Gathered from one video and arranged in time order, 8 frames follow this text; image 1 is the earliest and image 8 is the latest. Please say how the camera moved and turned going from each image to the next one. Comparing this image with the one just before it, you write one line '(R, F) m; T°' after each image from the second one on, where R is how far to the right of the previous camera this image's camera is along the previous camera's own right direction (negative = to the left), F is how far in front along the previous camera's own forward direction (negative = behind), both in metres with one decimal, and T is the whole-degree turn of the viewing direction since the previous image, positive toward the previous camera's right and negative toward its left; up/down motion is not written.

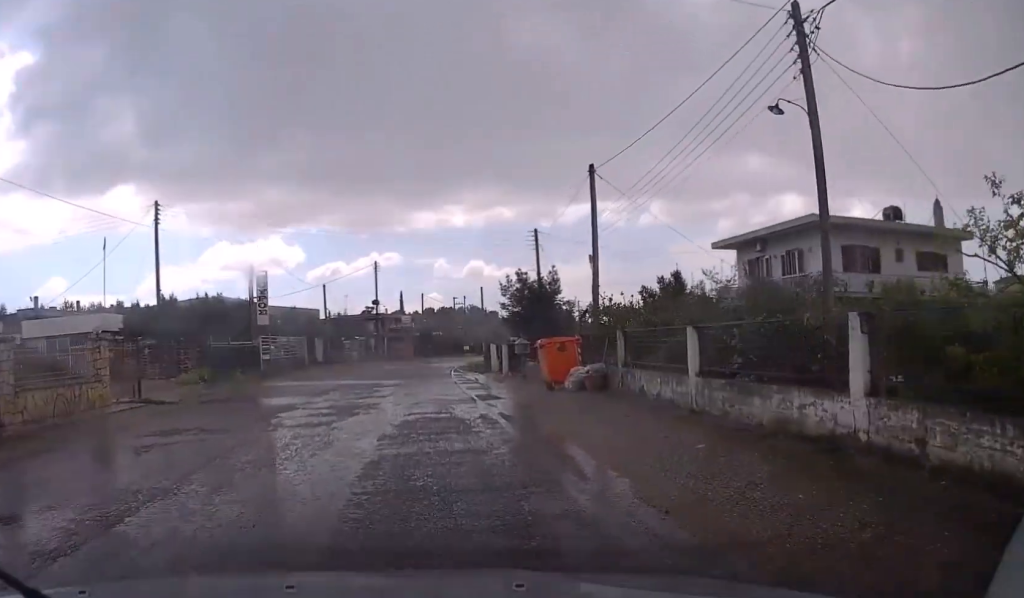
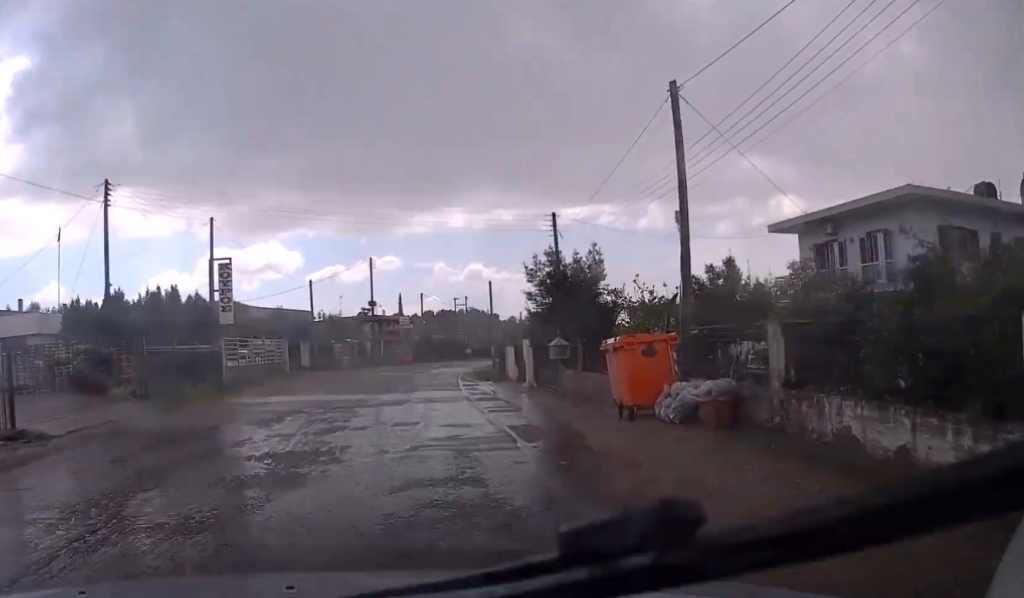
(0.0, +7.5) m; 0°
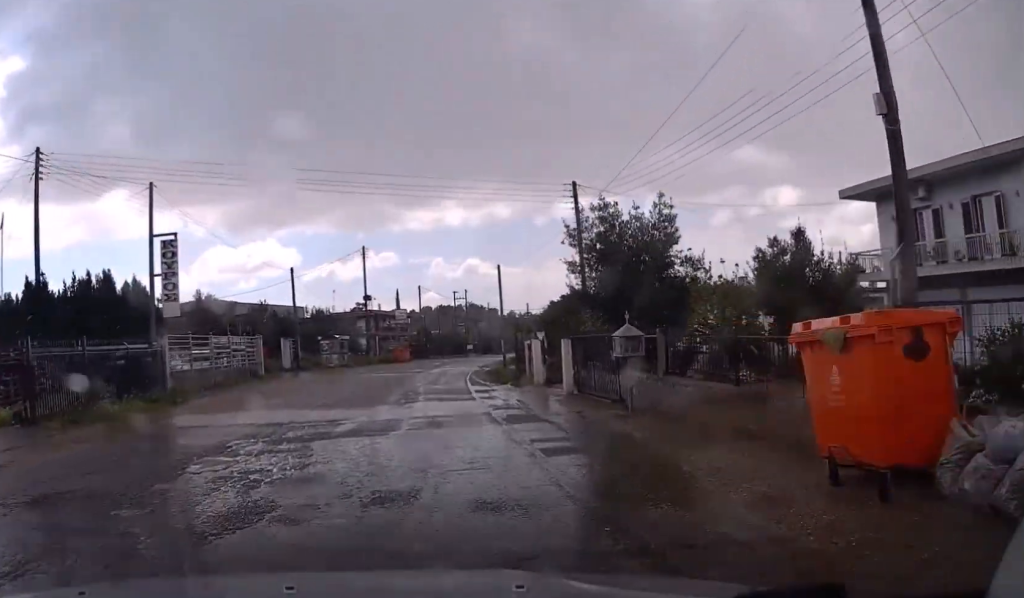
(-0.1, +6.6) m; 0°
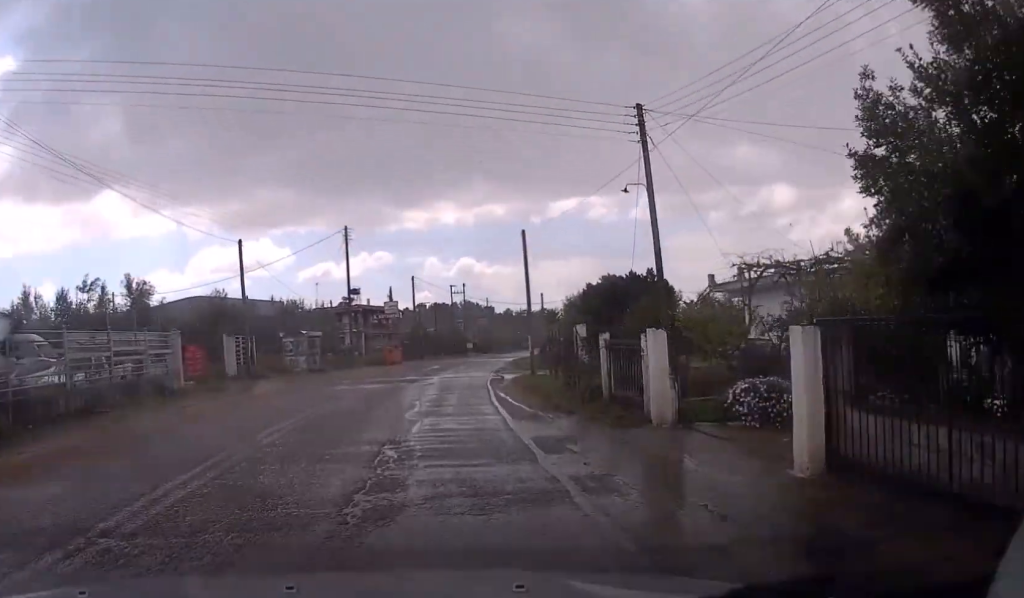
(0.0, +12.8) m; 0°
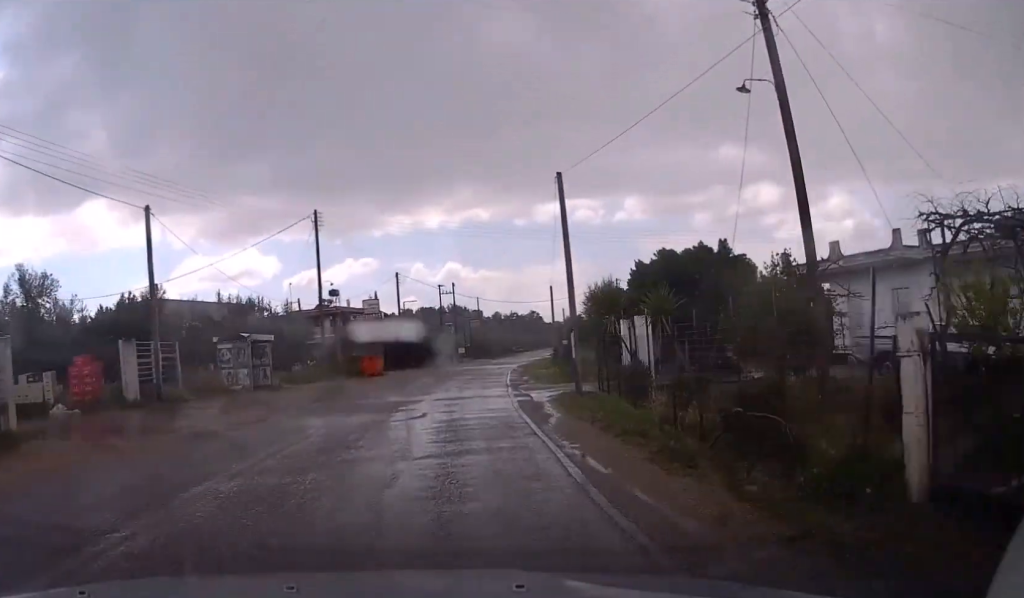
(0.0, +11.0) m; +1°
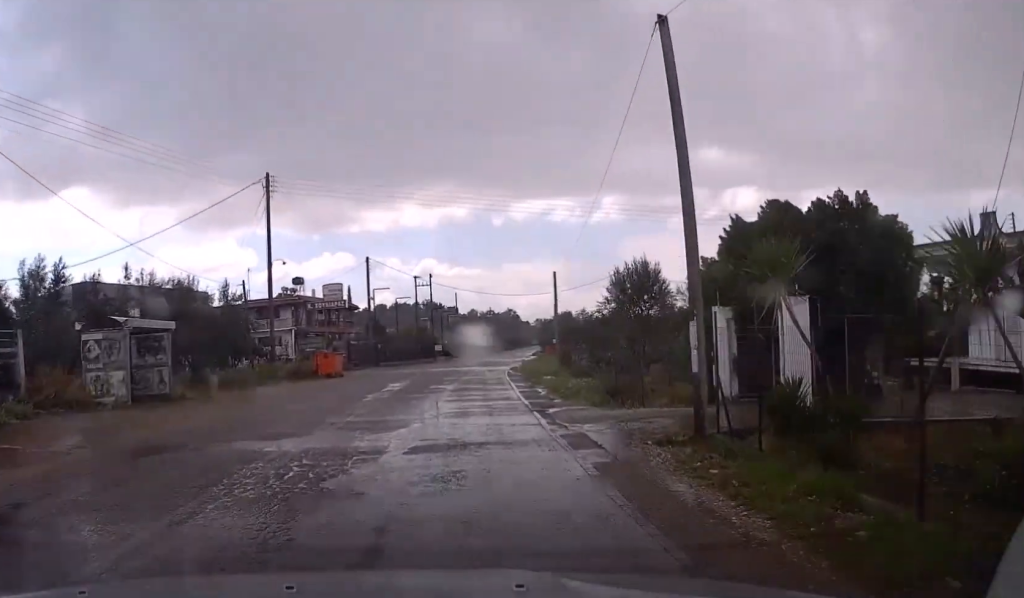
(+0.2, +10.4) m; +2°
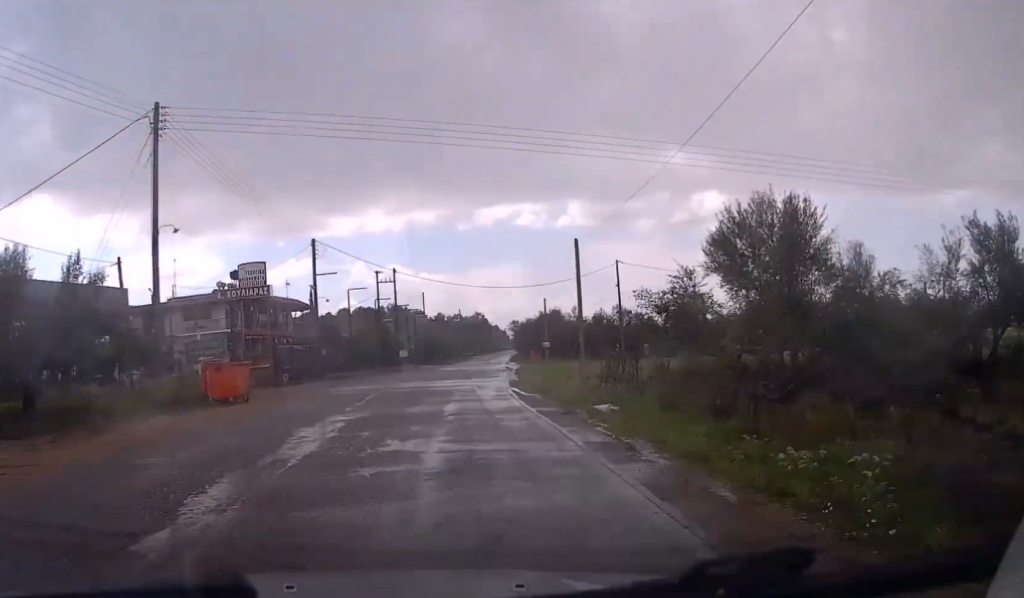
(+0.5, +14.7) m; +3°
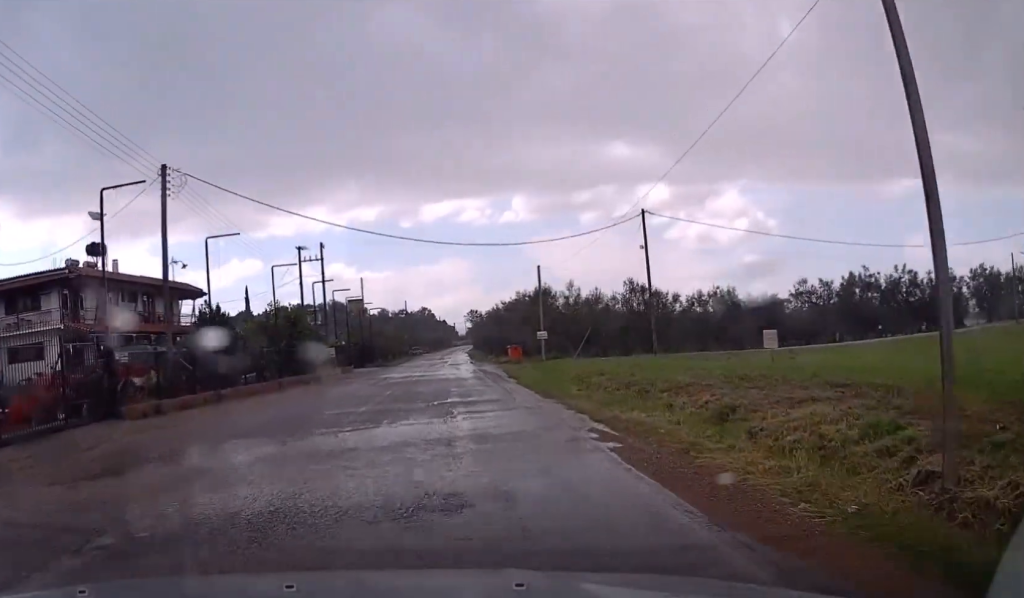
(+0.7, +23.4) m; +4°
